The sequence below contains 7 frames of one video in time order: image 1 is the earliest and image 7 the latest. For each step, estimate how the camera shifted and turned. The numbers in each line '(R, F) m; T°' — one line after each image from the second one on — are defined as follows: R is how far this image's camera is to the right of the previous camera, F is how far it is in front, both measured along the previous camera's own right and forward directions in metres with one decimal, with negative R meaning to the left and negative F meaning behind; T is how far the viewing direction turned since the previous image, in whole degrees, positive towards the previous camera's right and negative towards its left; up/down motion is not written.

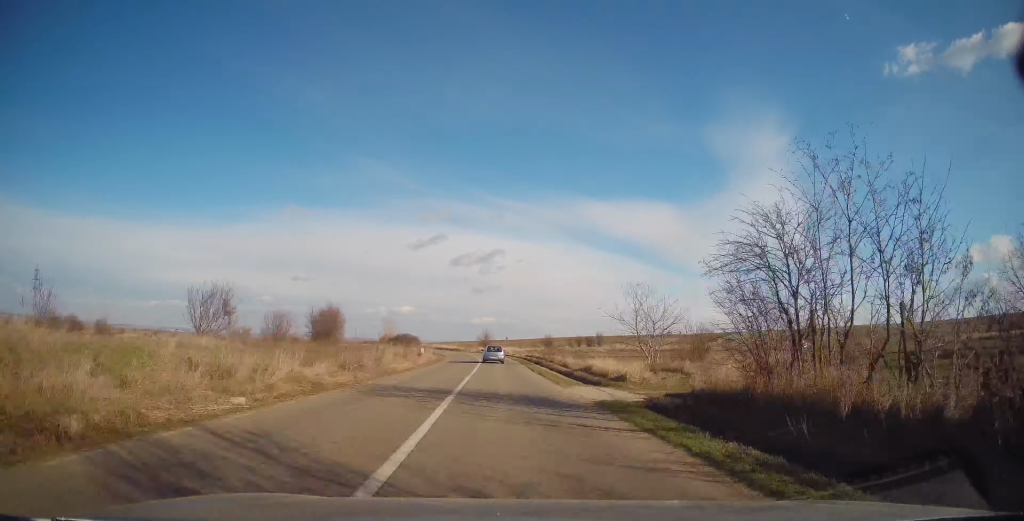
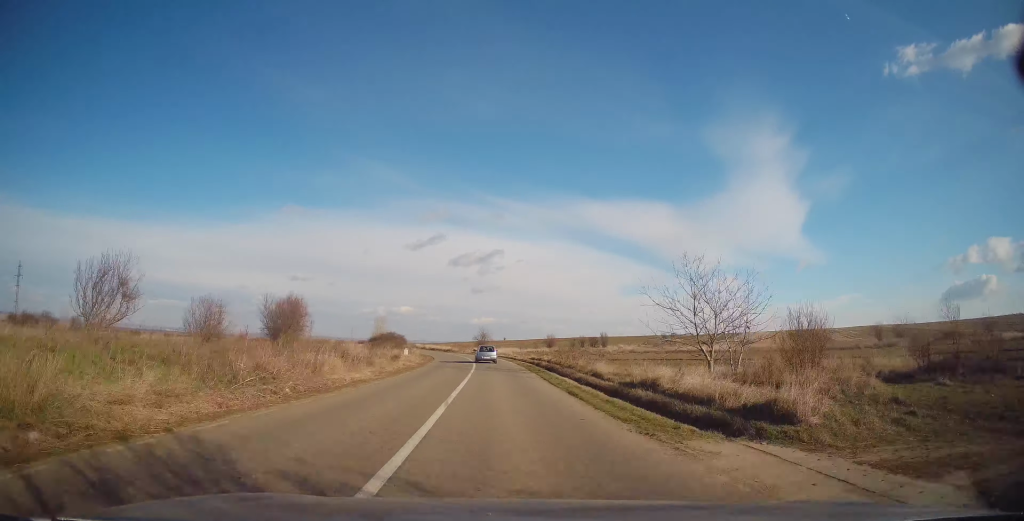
(+0.1, +10.8) m; 0°
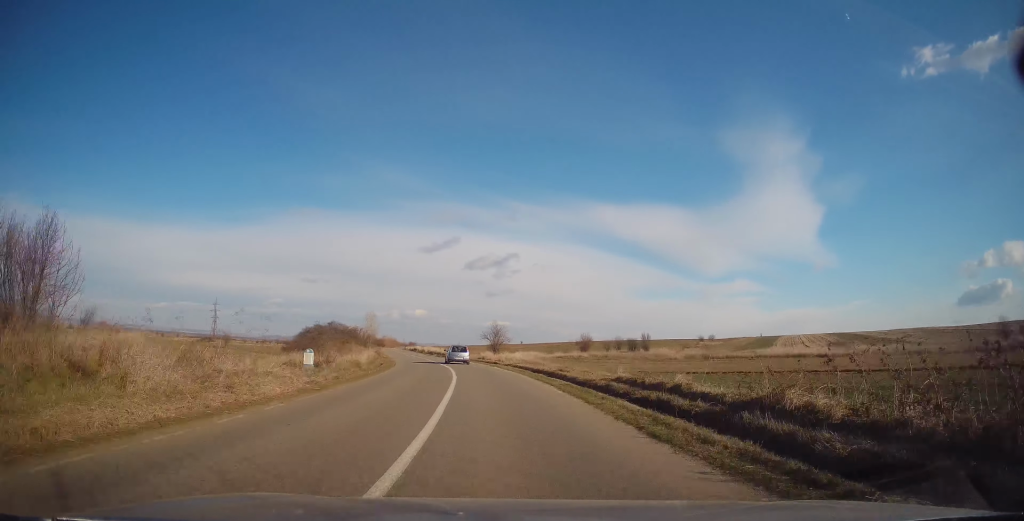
(+0.1, +31.9) m; -2°
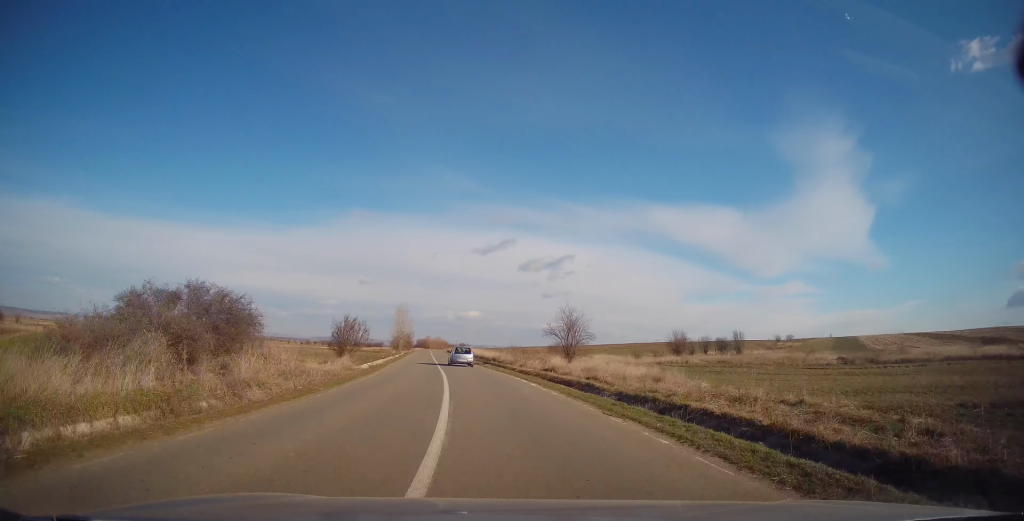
(-0.8, +25.5) m; -5°
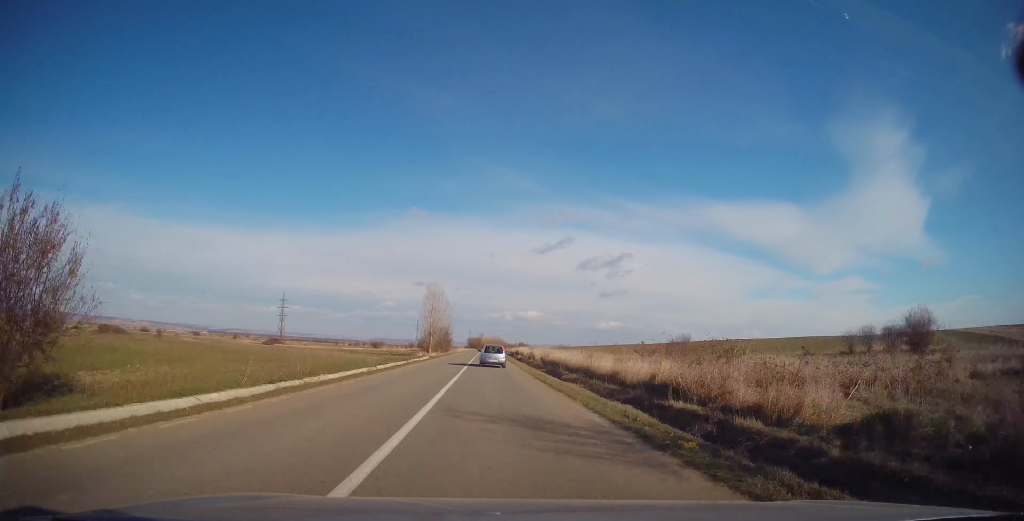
(-3.2, +37.9) m; -6°
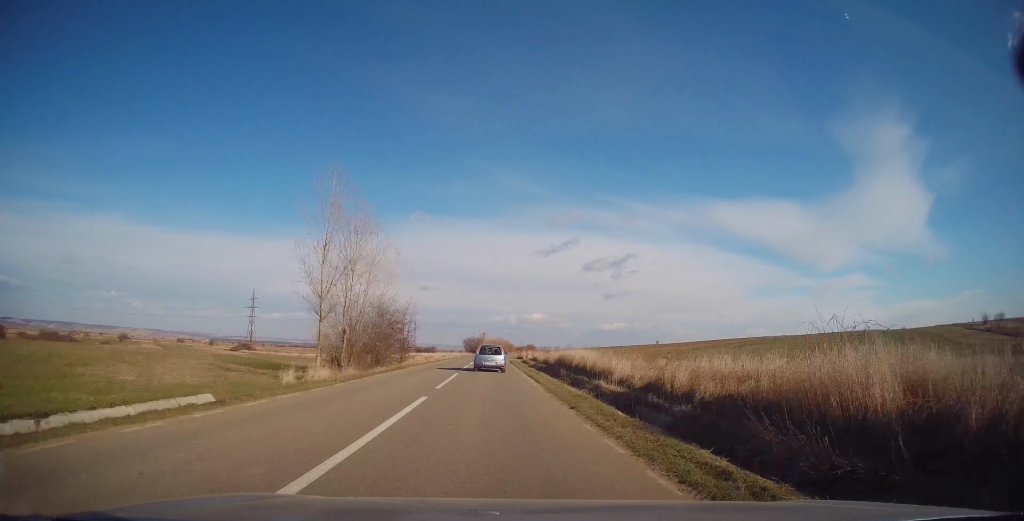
(-0.3, +46.5) m; -2°
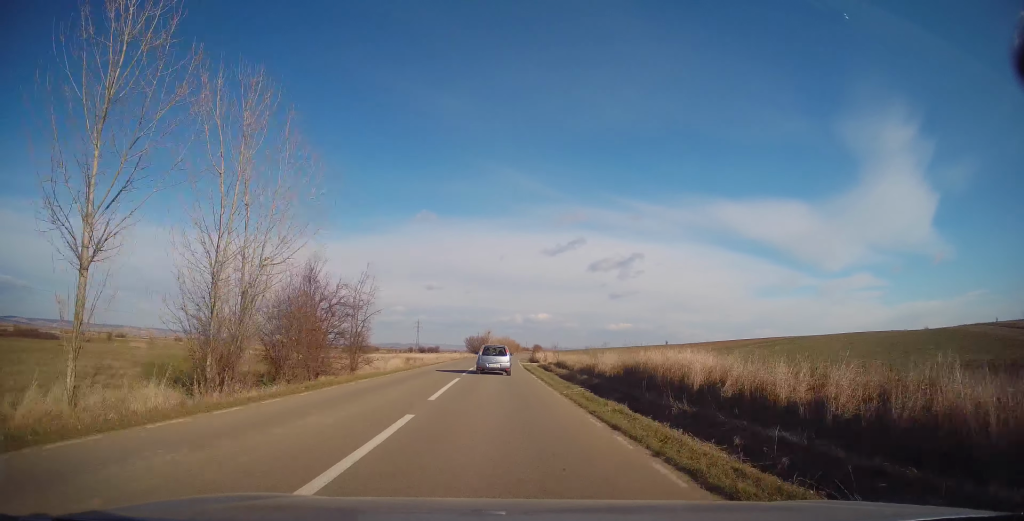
(-0.2, +15.8) m; -1°
